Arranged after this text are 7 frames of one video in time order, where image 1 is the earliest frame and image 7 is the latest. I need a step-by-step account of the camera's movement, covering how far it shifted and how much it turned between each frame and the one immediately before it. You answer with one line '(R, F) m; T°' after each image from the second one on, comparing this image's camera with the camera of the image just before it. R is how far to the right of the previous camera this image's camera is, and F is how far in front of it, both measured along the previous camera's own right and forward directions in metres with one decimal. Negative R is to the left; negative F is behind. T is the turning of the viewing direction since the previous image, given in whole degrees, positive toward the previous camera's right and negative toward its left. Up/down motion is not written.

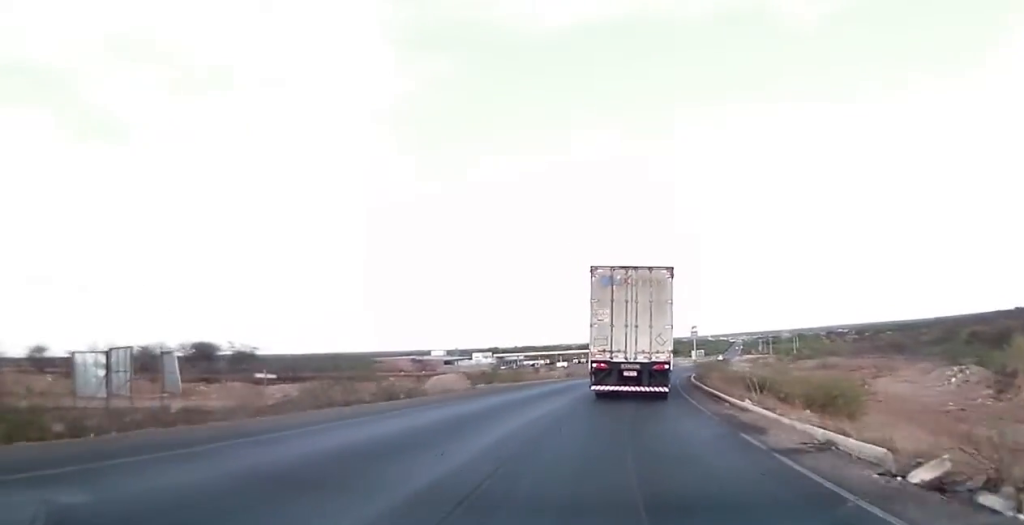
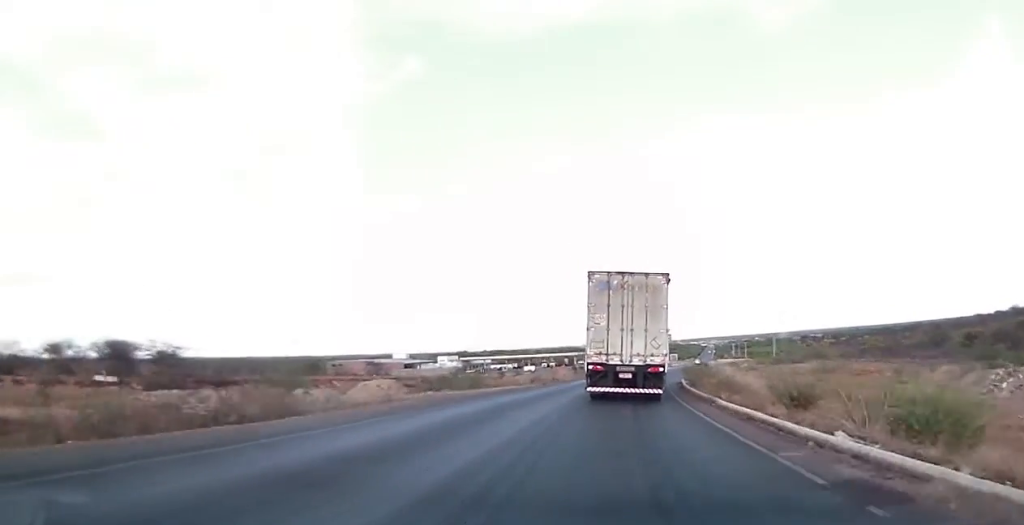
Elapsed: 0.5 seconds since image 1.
(-0.1, +10.2) m; +2°
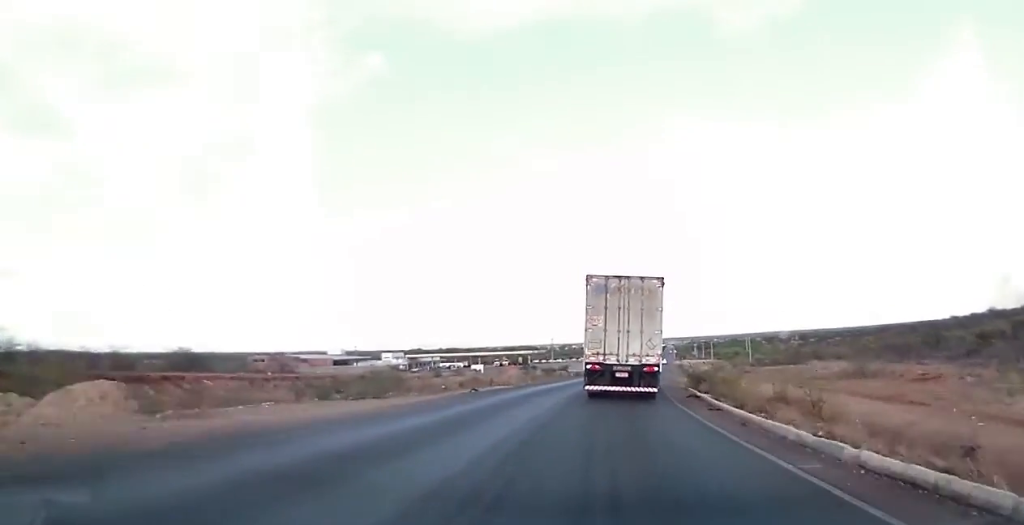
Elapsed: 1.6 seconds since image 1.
(+1.0, +21.2) m; +4°
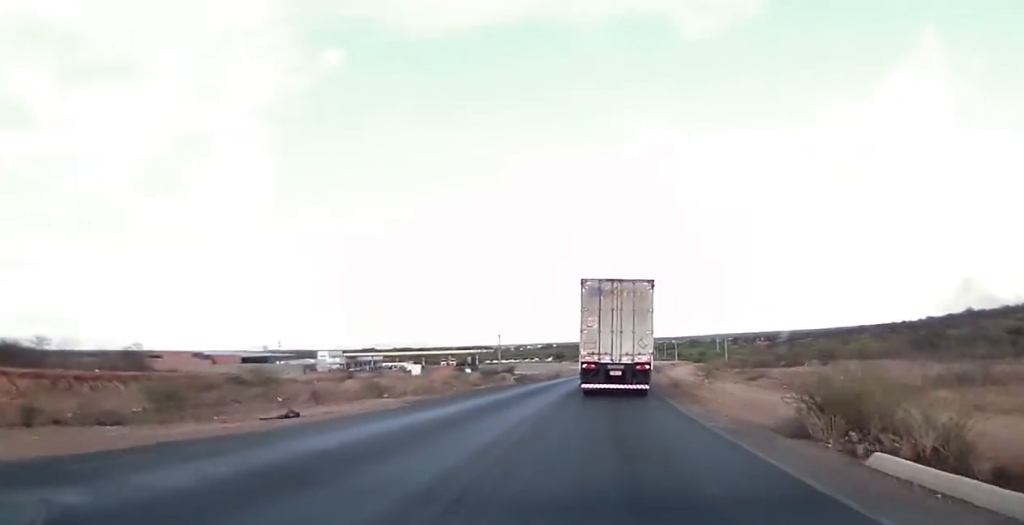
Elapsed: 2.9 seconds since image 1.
(+1.0, +24.1) m; +4°
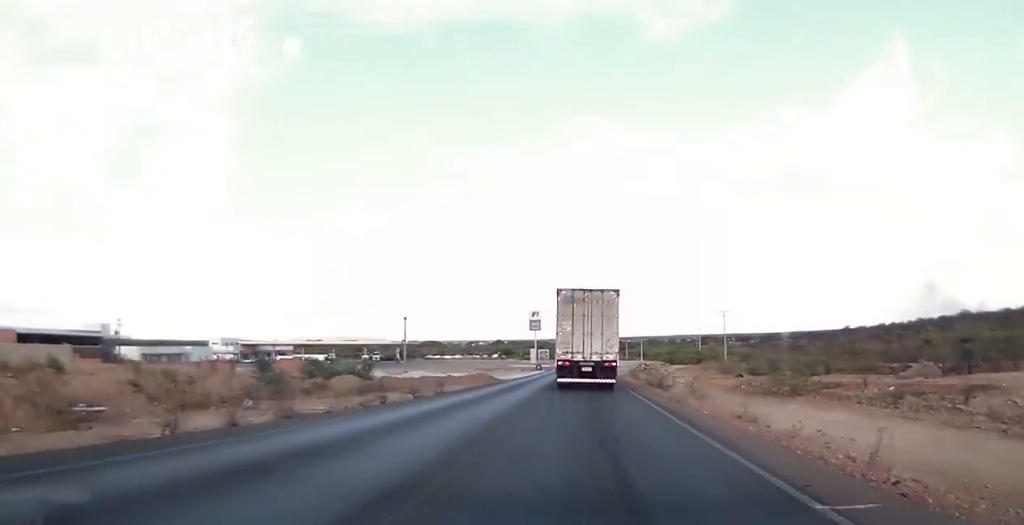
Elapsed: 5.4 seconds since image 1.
(+2.8, +49.8) m; +7°
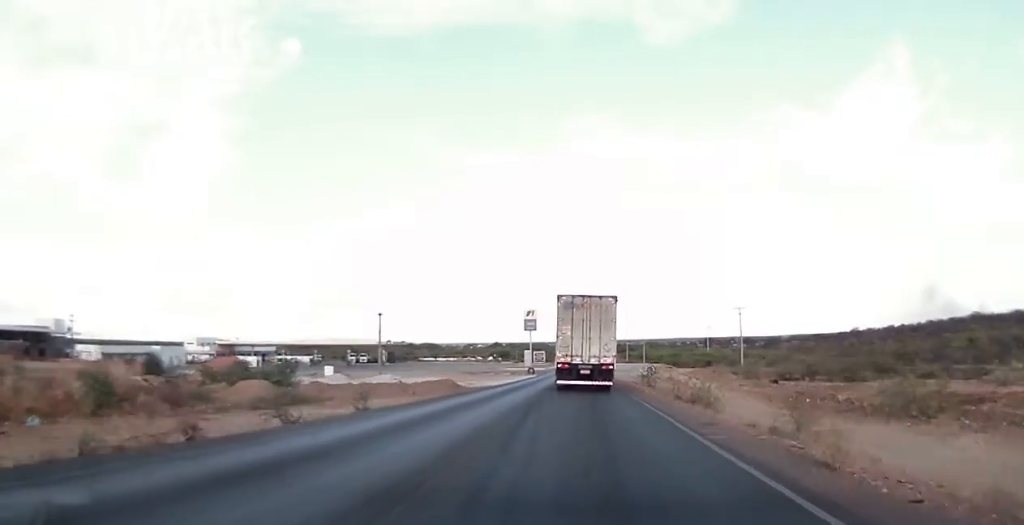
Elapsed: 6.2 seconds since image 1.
(+0.5, +14.1) m; +1°
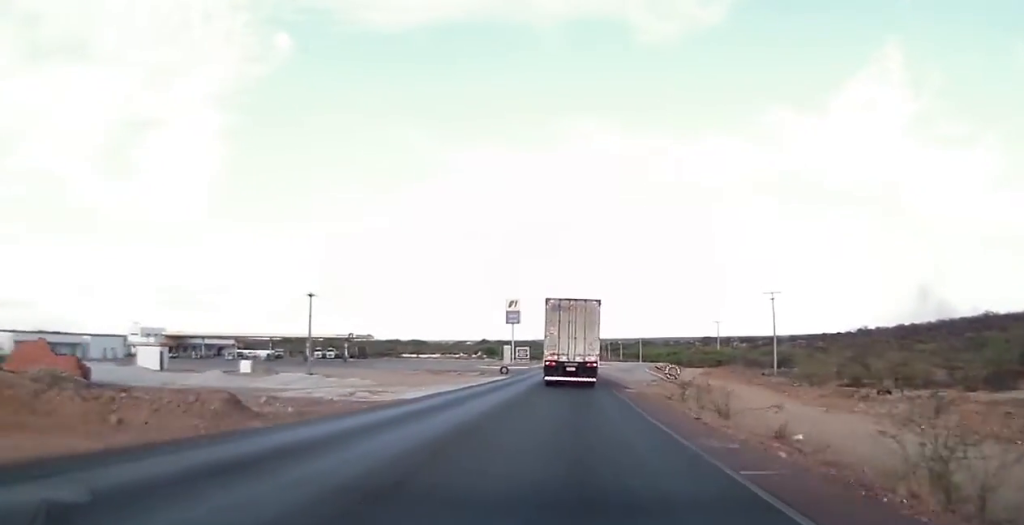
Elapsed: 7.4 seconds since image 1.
(+0.2, +24.2) m; +1°
